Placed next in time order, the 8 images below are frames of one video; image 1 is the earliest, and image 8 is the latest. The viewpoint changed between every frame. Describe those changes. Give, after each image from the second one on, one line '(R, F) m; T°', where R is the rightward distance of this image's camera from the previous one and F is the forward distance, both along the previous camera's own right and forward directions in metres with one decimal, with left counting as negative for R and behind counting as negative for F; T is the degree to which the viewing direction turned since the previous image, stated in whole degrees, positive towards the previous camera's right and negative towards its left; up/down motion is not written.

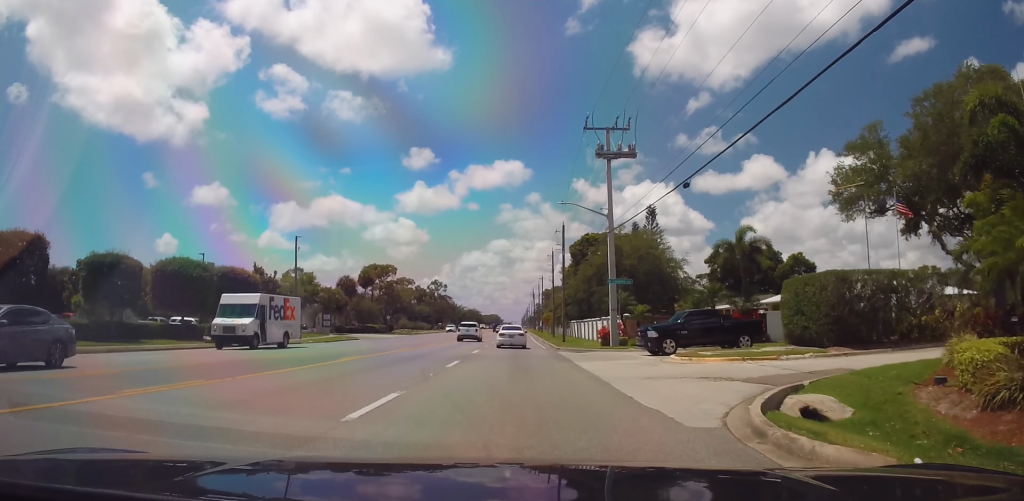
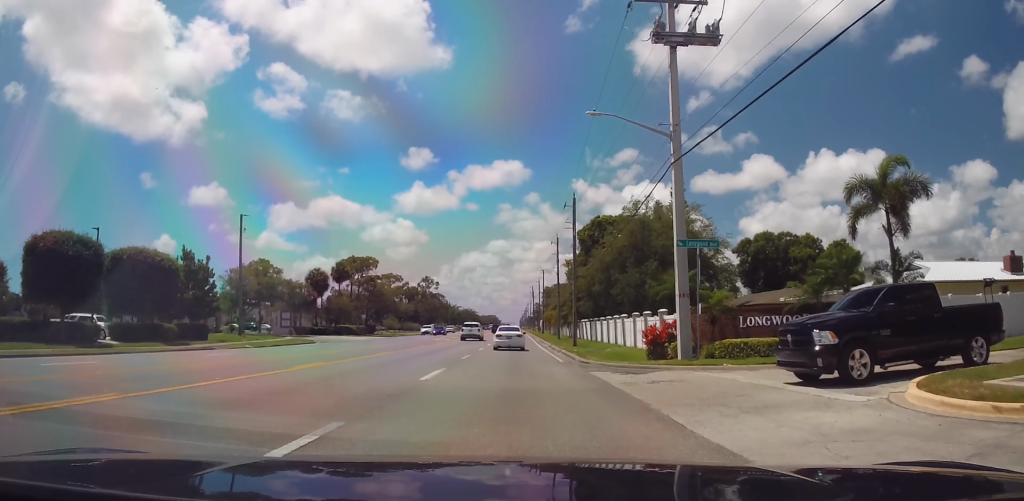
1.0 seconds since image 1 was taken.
(+0.4, +16.5) m; +2°
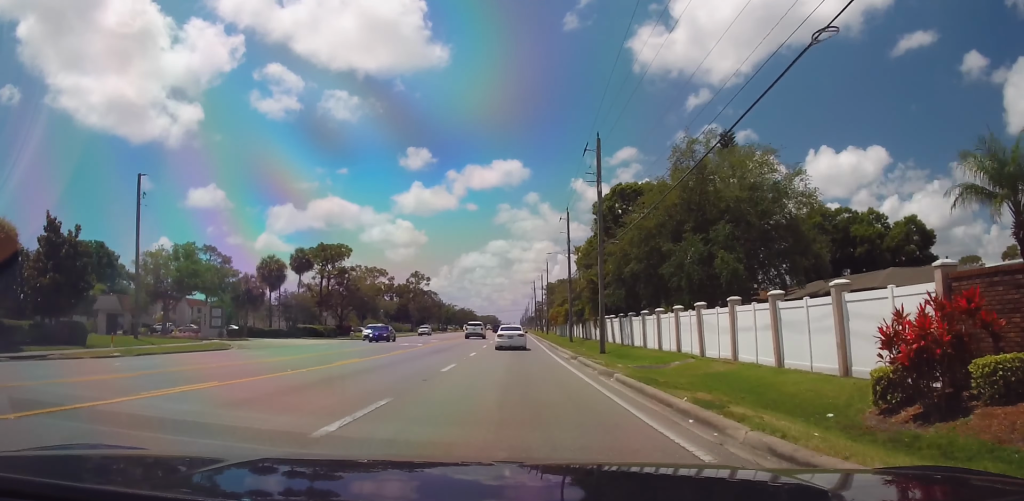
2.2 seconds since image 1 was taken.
(-0.1, +18.8) m; -2°
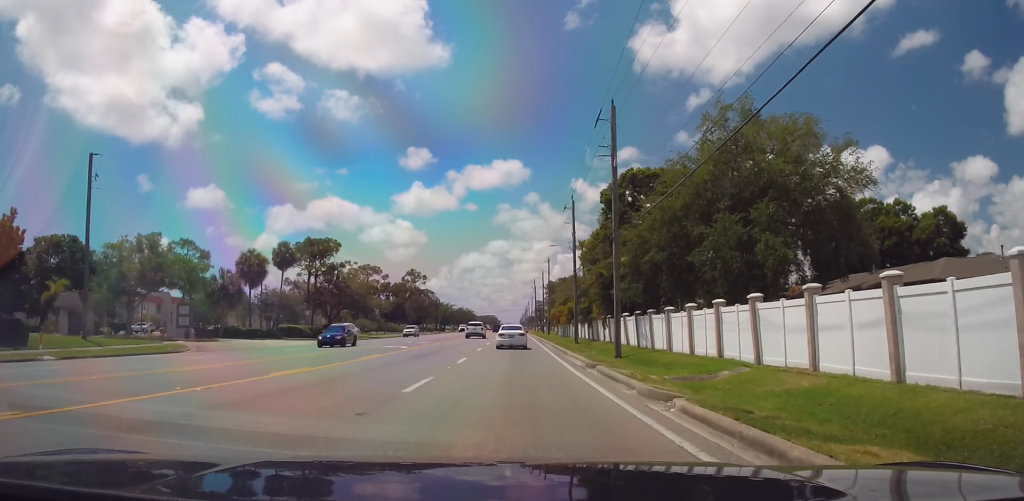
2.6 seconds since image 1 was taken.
(-0.2, +6.1) m; 0°
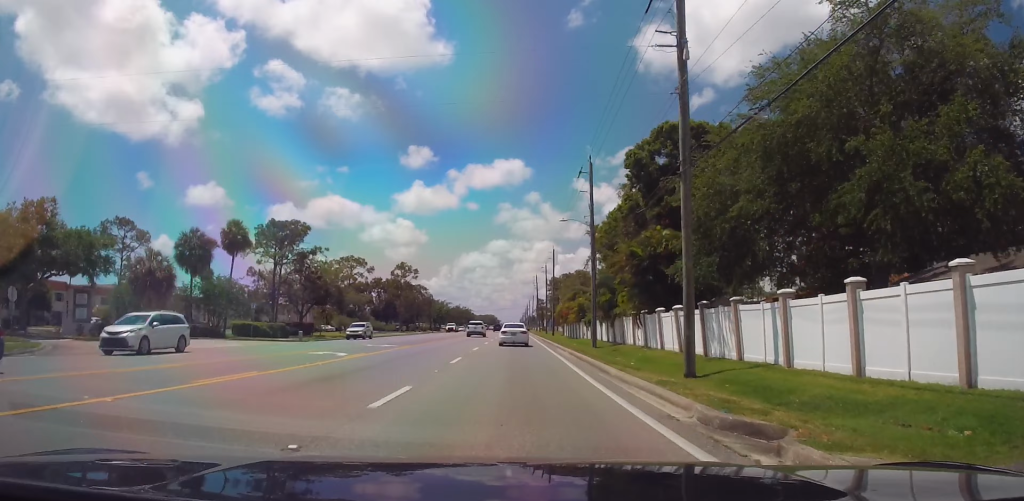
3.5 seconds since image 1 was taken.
(0.0, +13.7) m; +1°
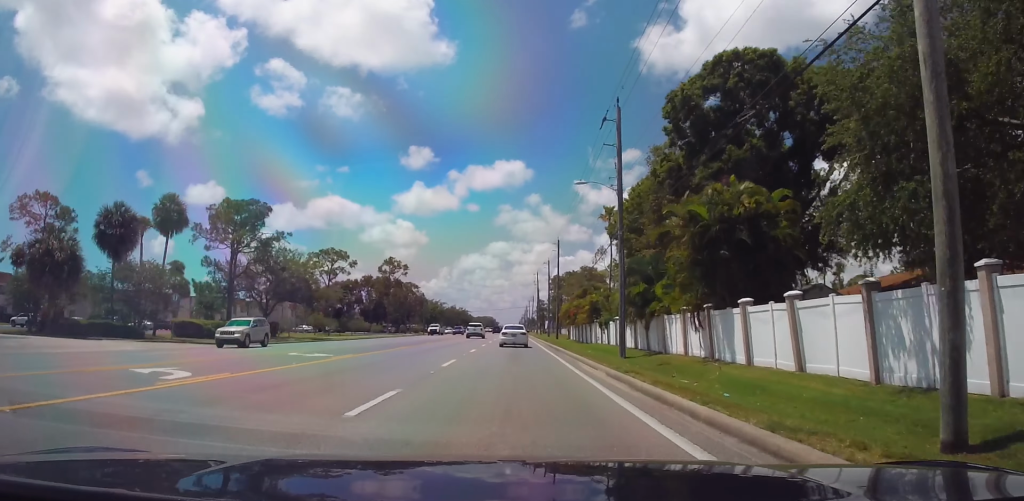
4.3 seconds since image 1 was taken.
(+0.2, +12.3) m; +1°
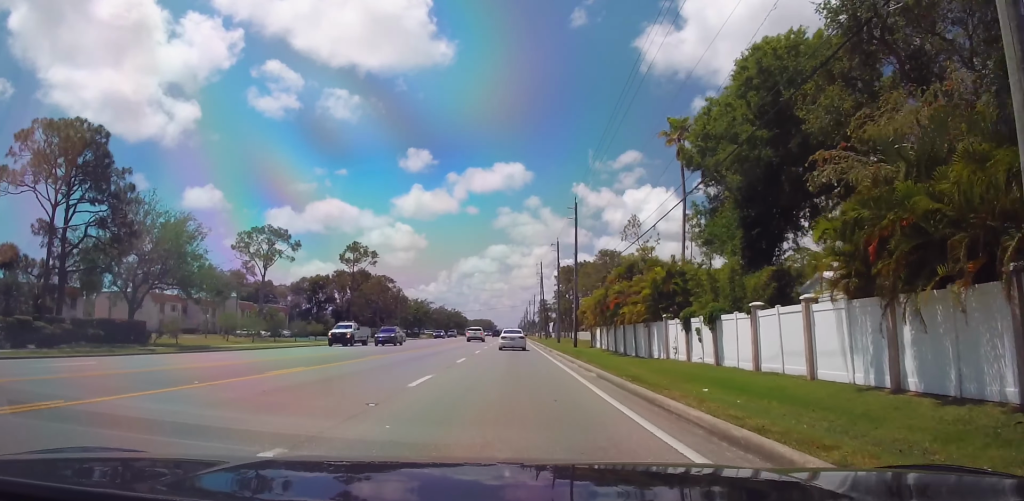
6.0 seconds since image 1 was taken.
(0.0, +27.4) m; 0°
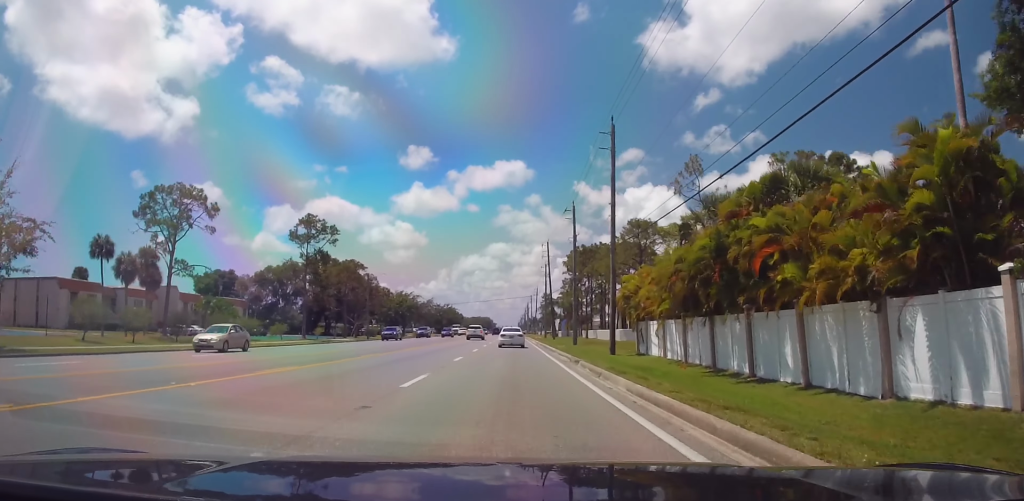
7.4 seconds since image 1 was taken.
(0.0, +22.8) m; 0°
